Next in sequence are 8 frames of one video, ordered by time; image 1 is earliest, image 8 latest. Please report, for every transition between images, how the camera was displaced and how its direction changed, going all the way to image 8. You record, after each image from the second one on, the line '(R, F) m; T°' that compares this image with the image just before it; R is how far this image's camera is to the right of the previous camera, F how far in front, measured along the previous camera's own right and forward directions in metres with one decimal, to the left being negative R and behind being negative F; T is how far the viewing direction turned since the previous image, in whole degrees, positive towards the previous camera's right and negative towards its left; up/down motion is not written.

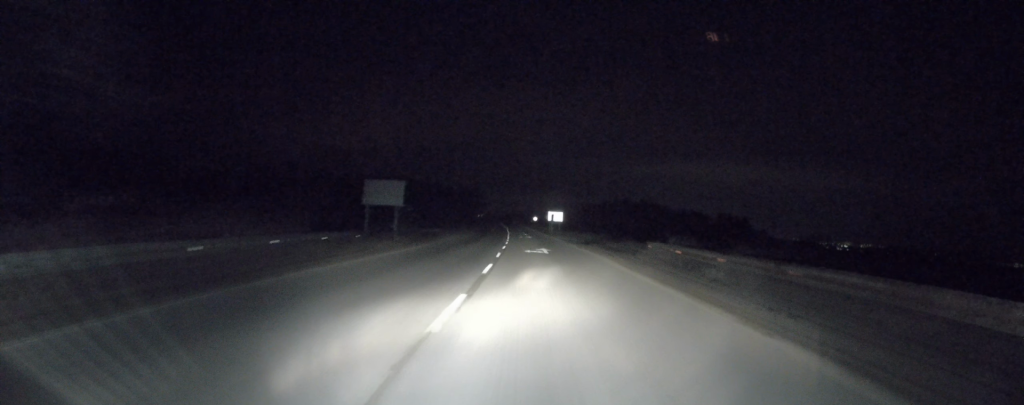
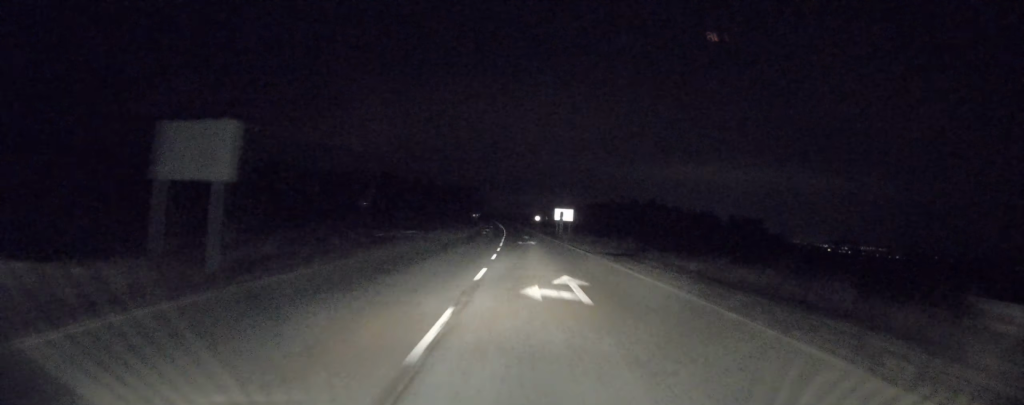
(-0.4, +16.4) m; 0°
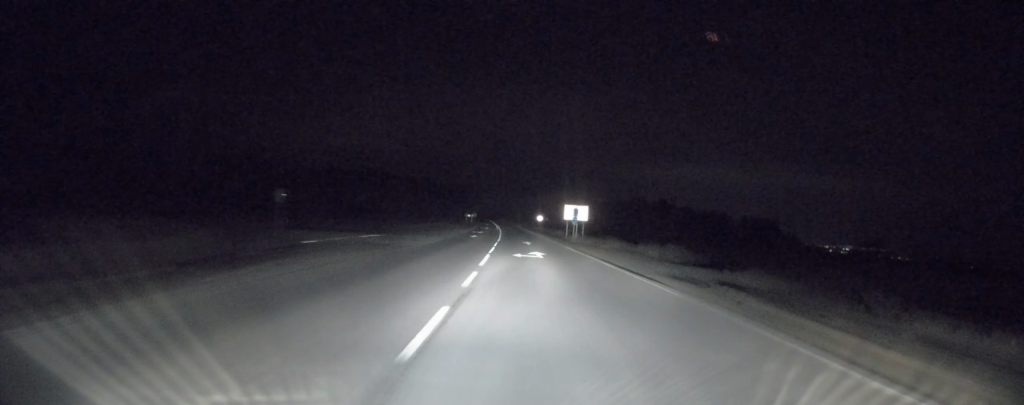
(+0.2, +14.7) m; +1°
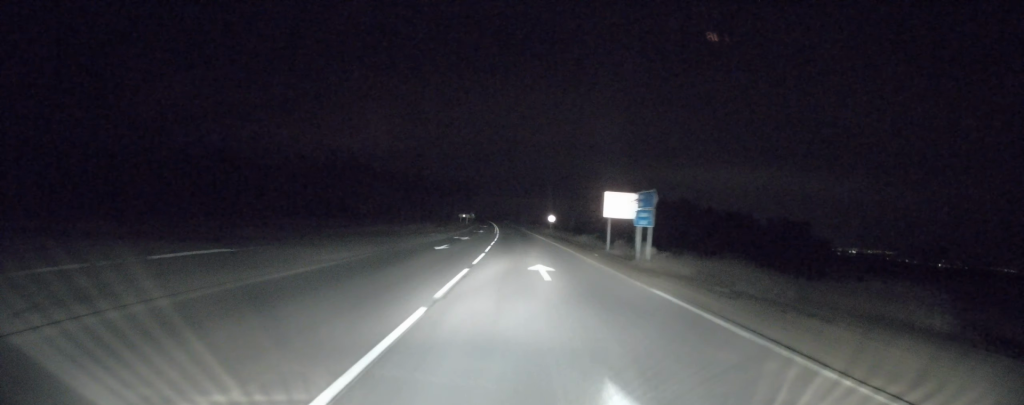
(+0.1, +22.4) m; -1°
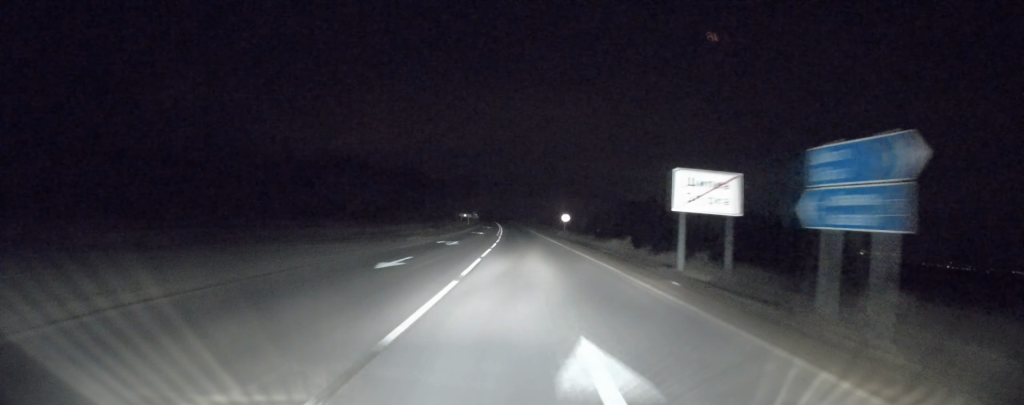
(-0.2, +12.1) m; 0°
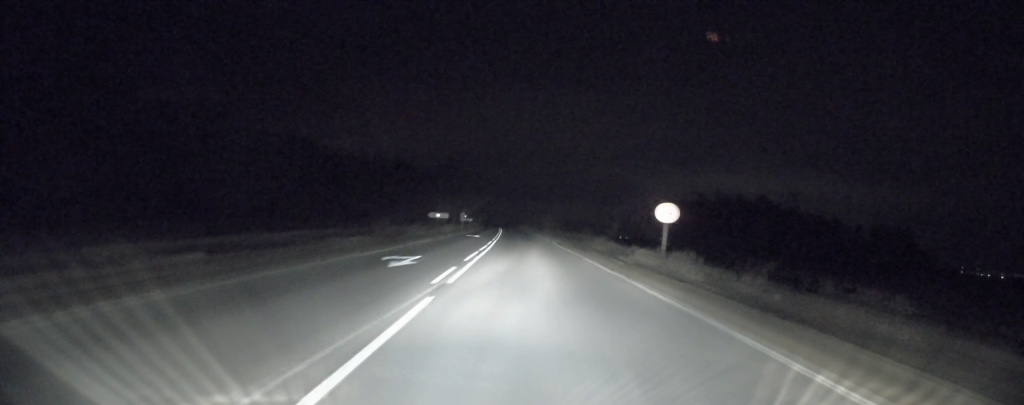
(-0.2, +40.0) m; -1°
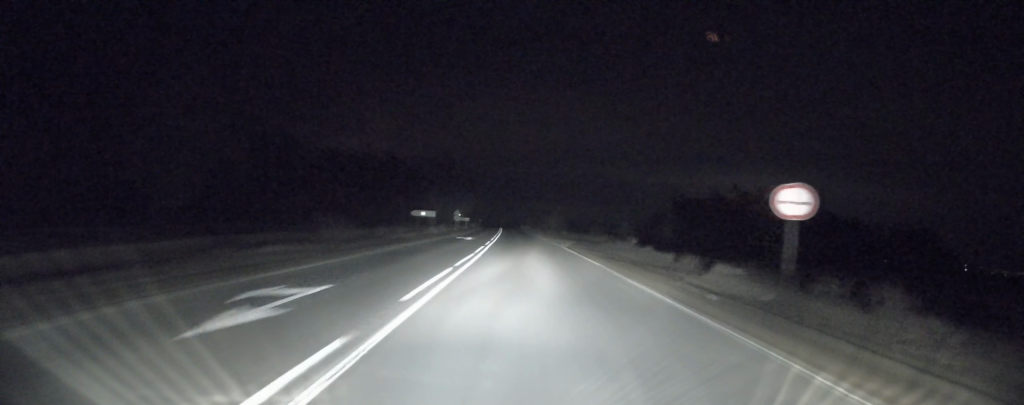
(0.0, +9.9) m; 0°
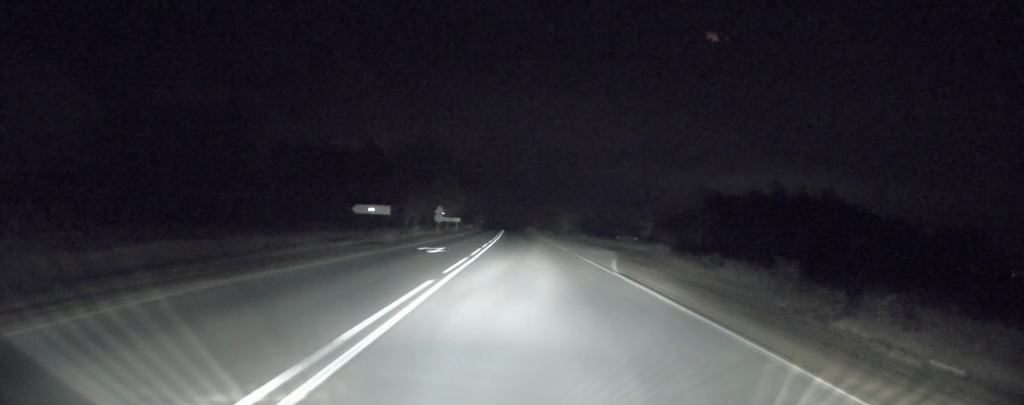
(-0.2, +17.9) m; -1°
